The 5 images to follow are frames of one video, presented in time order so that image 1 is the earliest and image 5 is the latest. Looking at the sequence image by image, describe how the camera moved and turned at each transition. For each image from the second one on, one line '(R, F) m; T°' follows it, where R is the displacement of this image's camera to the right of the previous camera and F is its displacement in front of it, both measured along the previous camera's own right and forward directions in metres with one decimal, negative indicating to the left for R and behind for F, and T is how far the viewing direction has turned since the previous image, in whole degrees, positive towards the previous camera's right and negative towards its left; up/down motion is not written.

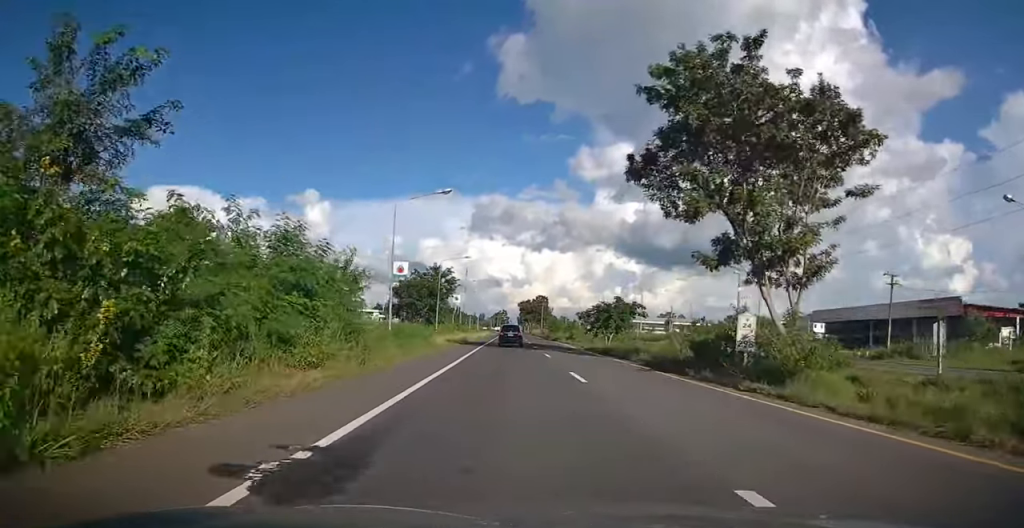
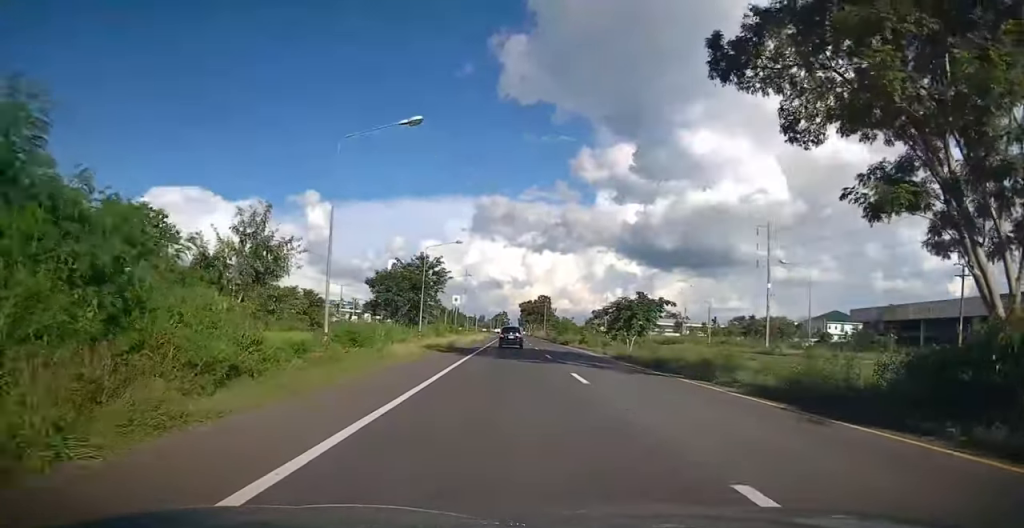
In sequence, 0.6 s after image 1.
(0.0, +12.1) m; 0°
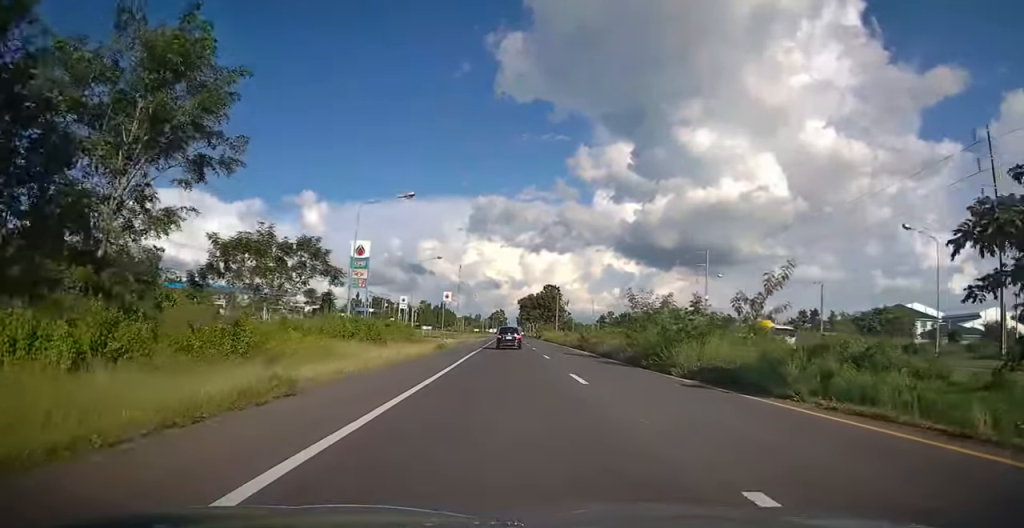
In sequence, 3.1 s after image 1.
(+0.4, +48.9) m; 0°
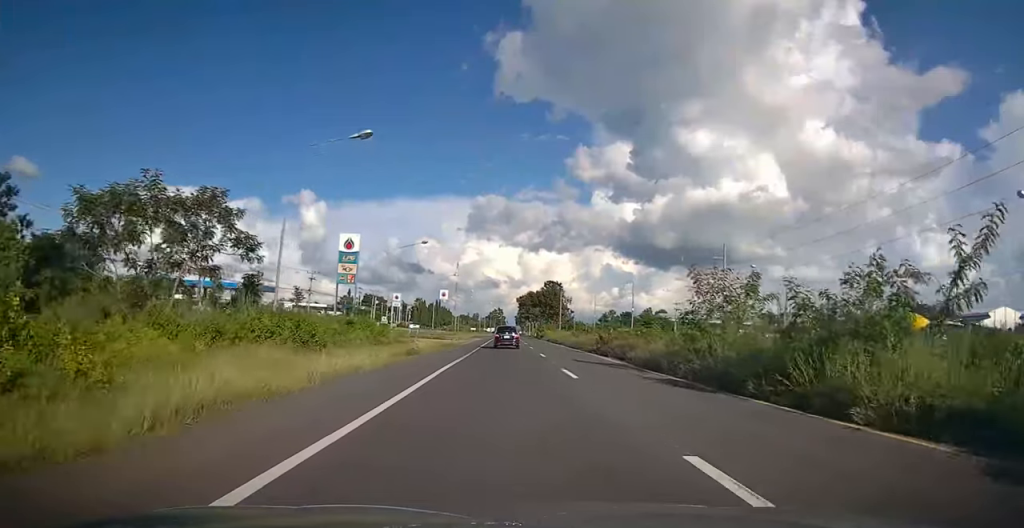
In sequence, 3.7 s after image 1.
(-0.1, +10.6) m; 0°
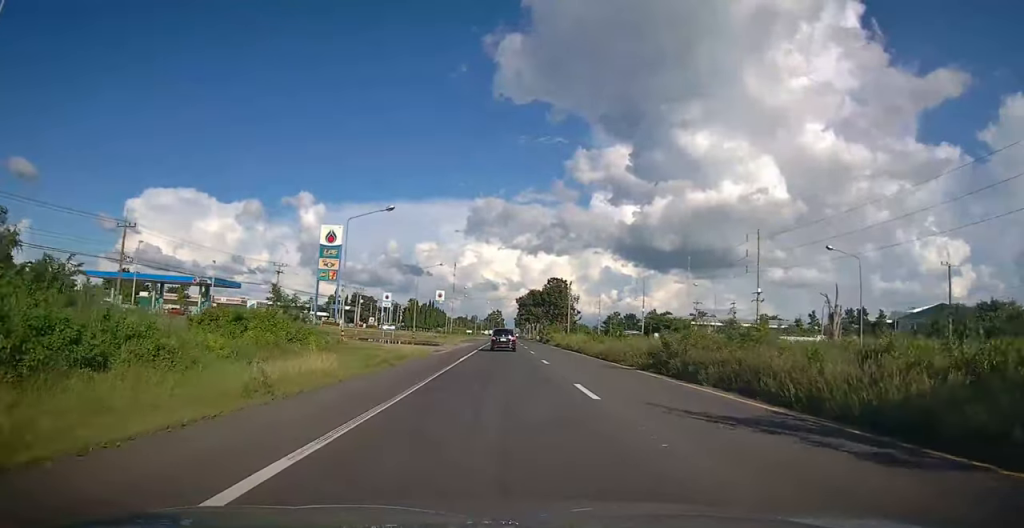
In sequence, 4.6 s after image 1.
(-0.1, +15.7) m; 0°
